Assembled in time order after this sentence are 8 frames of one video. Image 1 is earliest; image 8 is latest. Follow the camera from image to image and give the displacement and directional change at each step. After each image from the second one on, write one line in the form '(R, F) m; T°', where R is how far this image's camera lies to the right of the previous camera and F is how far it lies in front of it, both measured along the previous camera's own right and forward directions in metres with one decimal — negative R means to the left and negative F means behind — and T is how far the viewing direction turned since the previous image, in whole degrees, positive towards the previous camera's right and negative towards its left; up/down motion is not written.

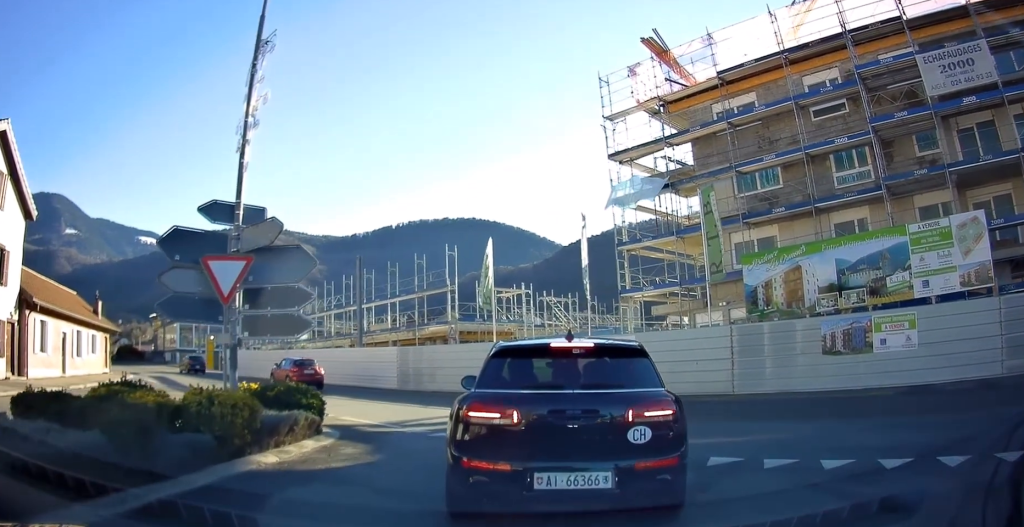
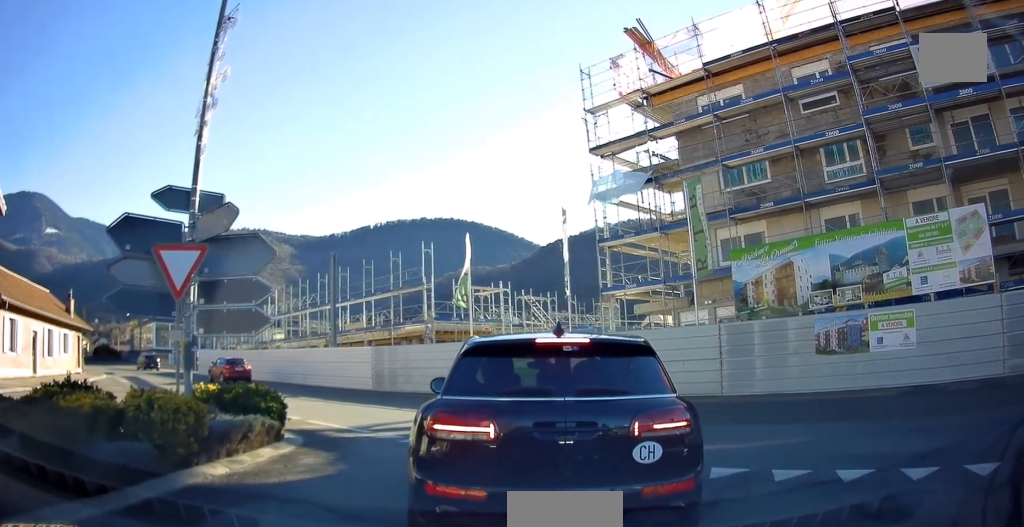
(+0.2, +1.4) m; 0°
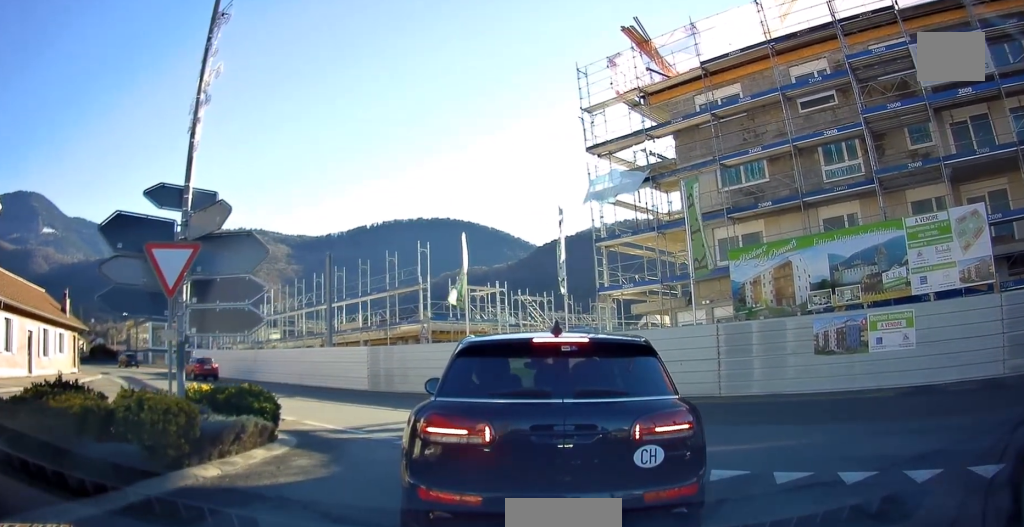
(-0.1, +0.5) m; 0°
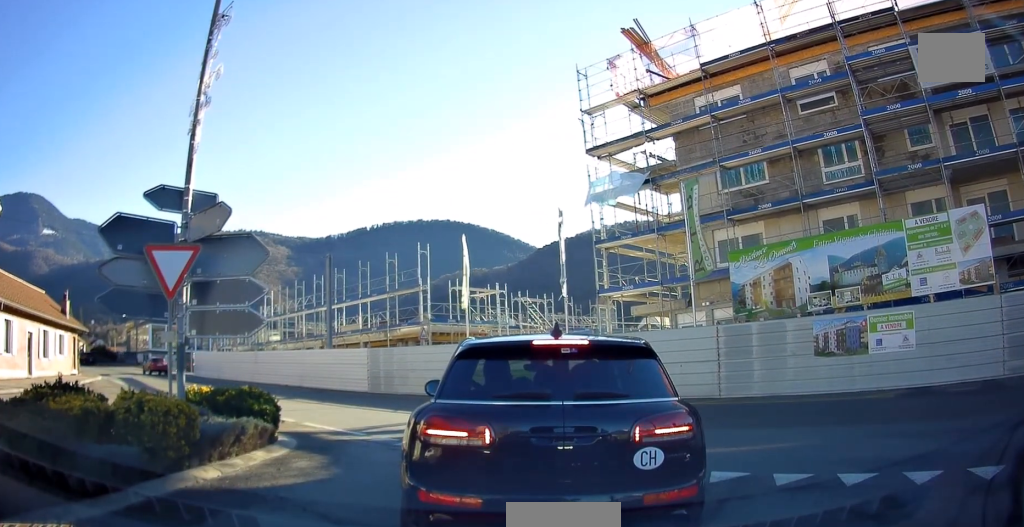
(-0.2, +0.2) m; 0°
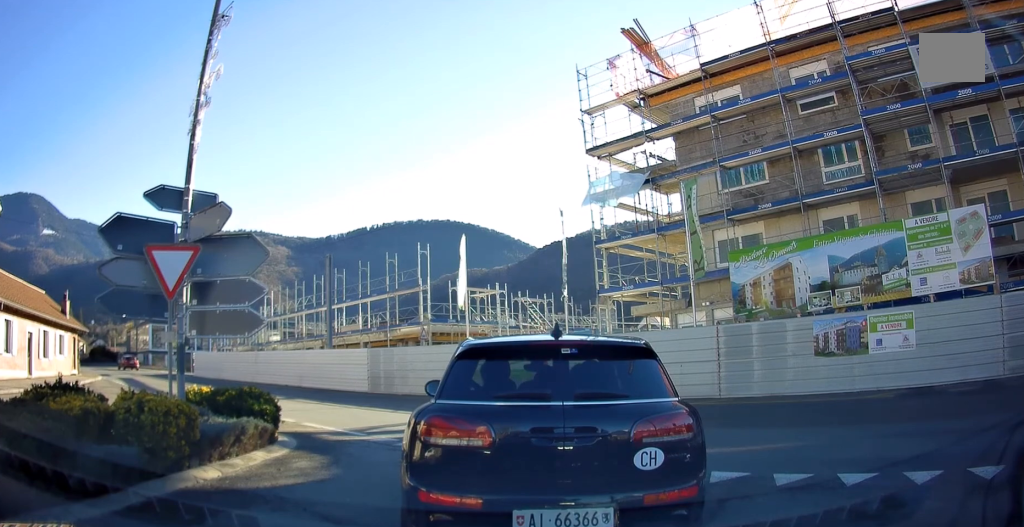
(0.0, 0.0) m; 0°
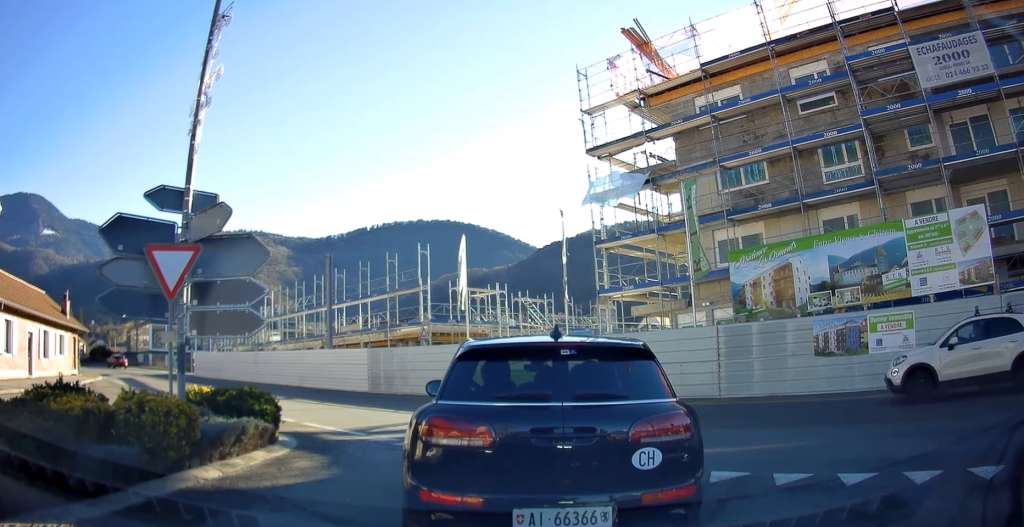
(0.0, 0.0) m; 0°
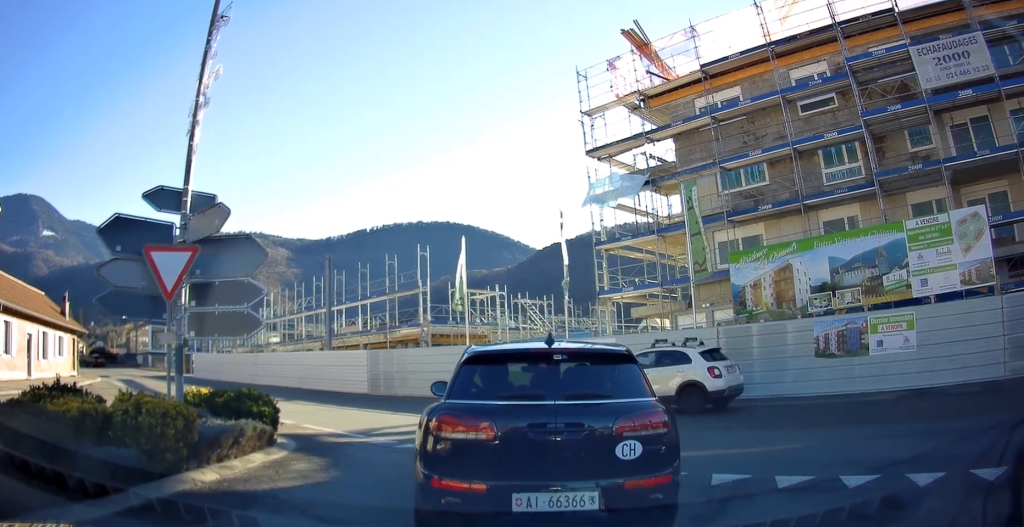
(0.0, 0.0) m; 0°
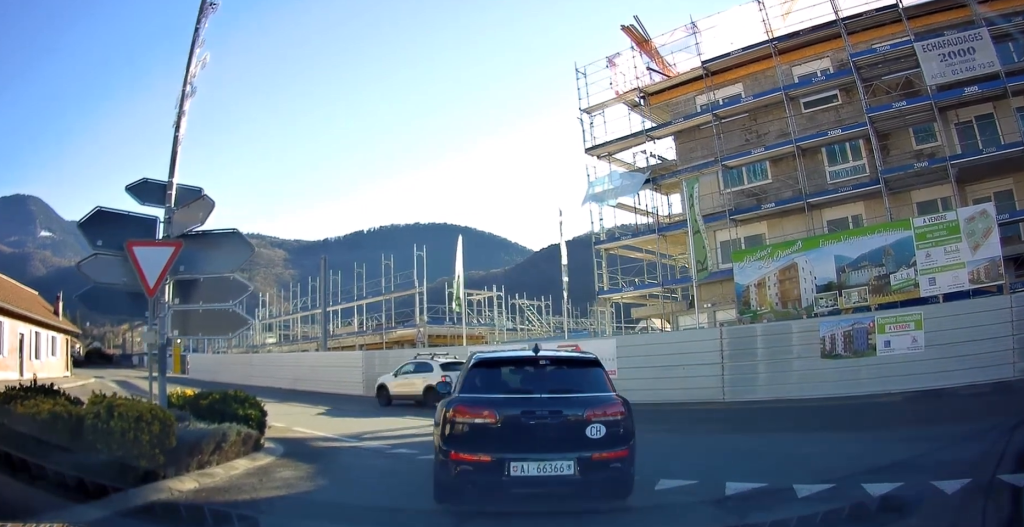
(-0.1, +0.2) m; 0°
